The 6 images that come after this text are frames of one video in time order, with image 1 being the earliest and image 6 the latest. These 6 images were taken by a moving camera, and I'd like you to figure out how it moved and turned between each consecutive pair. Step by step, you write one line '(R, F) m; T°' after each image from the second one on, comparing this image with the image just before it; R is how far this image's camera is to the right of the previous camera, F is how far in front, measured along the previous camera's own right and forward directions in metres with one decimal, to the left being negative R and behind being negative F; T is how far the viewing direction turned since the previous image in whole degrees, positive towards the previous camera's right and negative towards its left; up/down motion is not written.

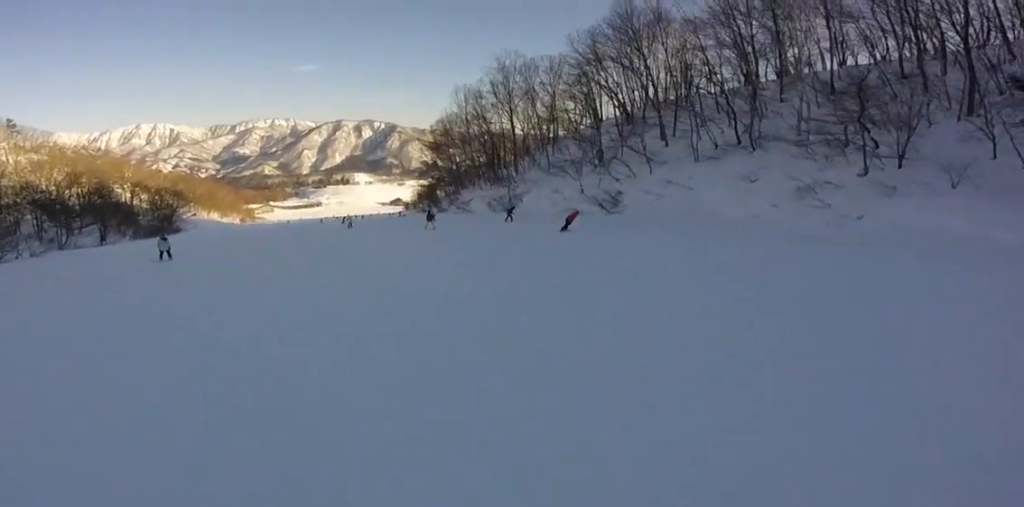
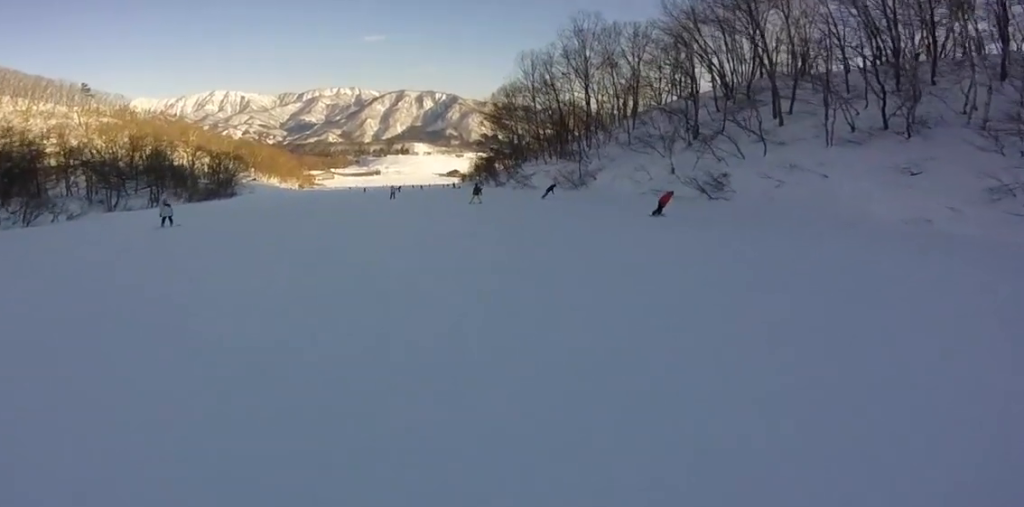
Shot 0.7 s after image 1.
(-0.8, +5.7) m; -8°
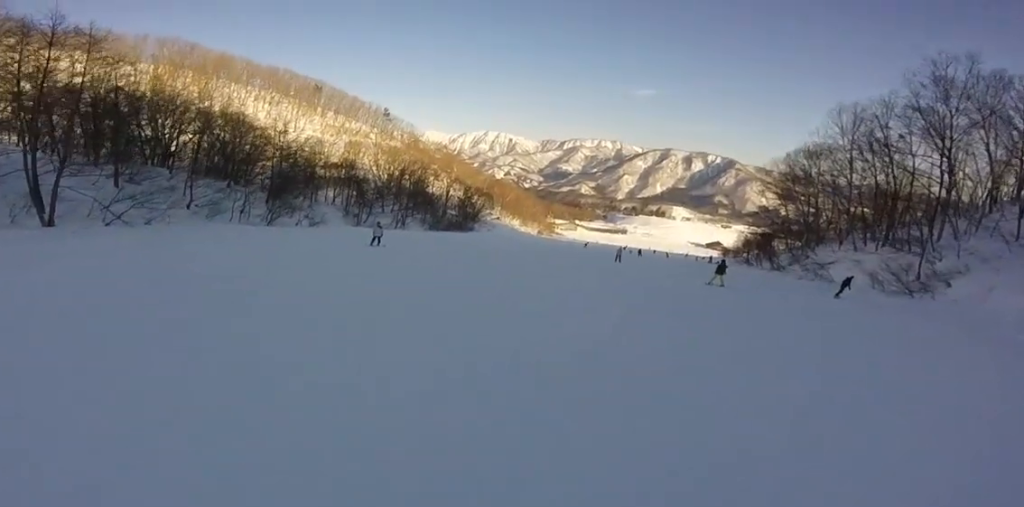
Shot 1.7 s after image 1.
(-0.7, +8.6) m; -4°
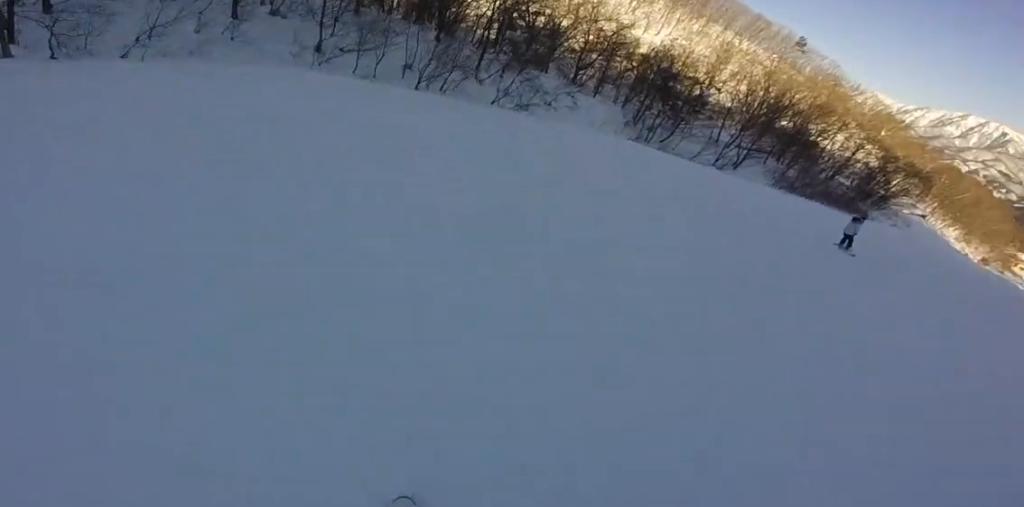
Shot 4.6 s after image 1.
(-0.9, +23.0) m; -11°
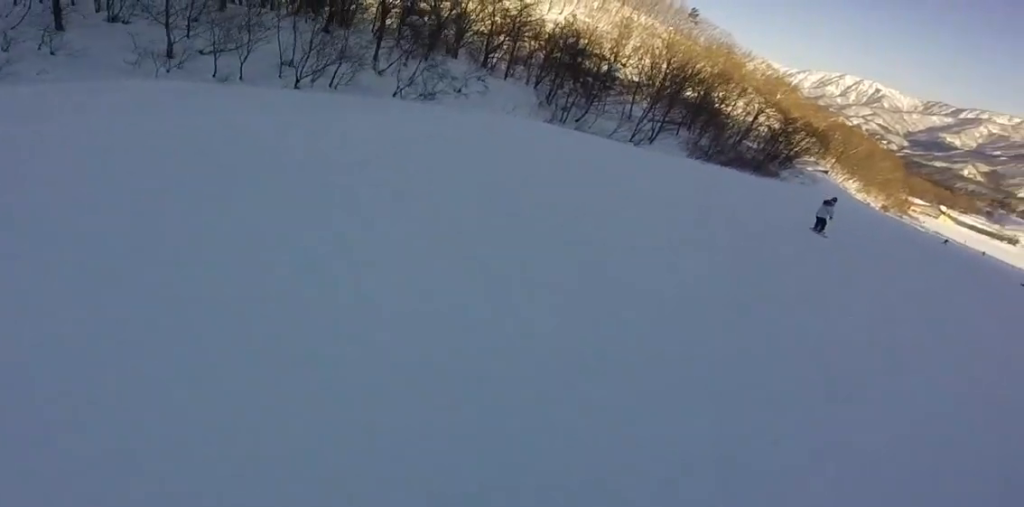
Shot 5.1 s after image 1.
(-0.3, +3.4) m; -4°
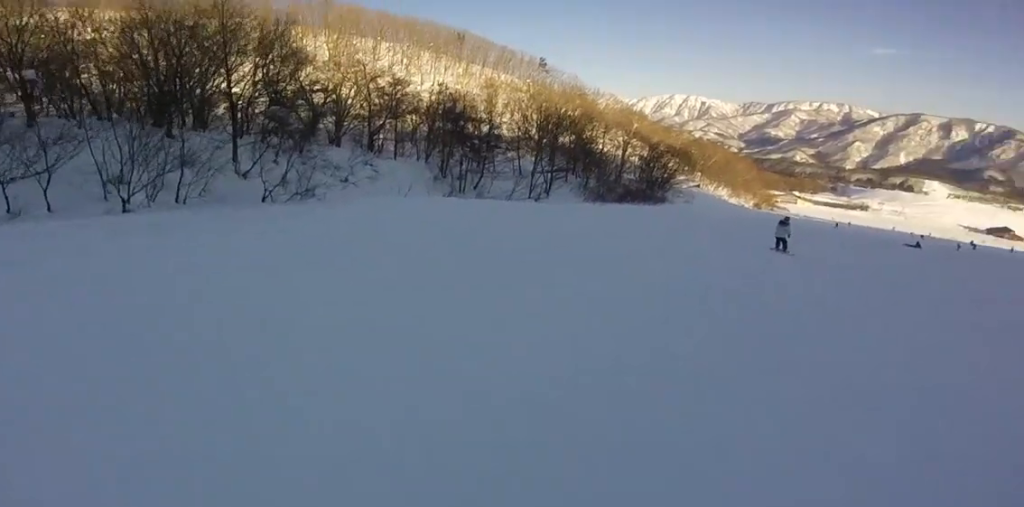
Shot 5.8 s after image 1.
(+0.1, +3.5) m; +5°
